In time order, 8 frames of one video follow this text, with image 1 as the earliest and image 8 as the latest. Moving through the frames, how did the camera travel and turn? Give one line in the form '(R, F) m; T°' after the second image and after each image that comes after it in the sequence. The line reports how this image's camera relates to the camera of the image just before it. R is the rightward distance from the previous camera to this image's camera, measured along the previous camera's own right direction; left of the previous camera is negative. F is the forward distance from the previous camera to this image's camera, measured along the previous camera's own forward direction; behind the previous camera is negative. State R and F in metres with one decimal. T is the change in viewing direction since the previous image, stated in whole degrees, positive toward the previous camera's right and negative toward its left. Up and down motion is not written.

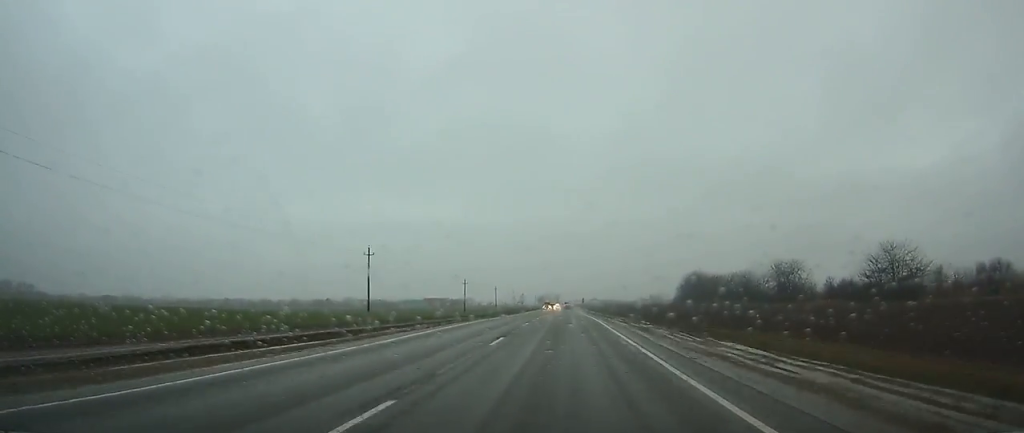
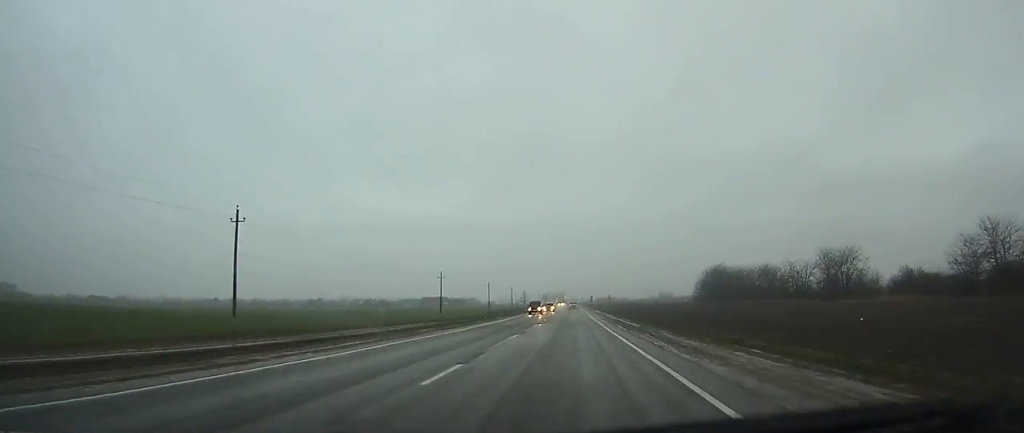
(0.0, +31.6) m; 0°
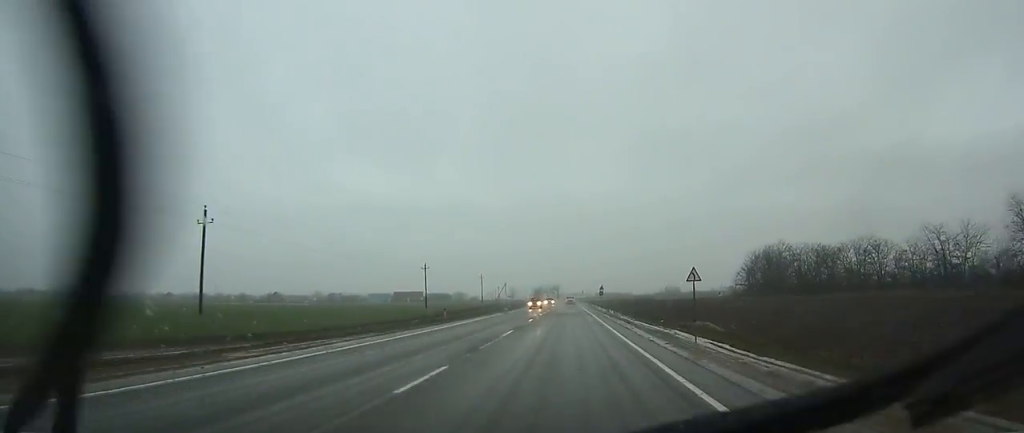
(-0.1, +72.6) m; 0°
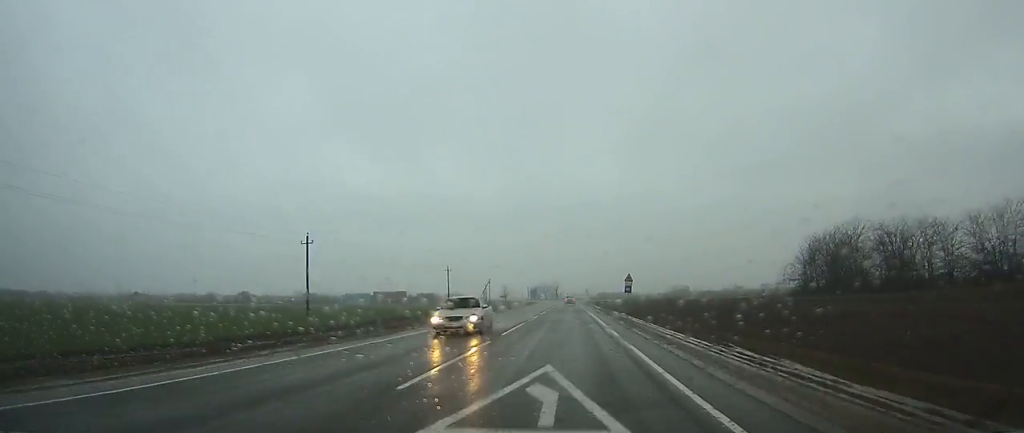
(-0.1, +47.2) m; 0°
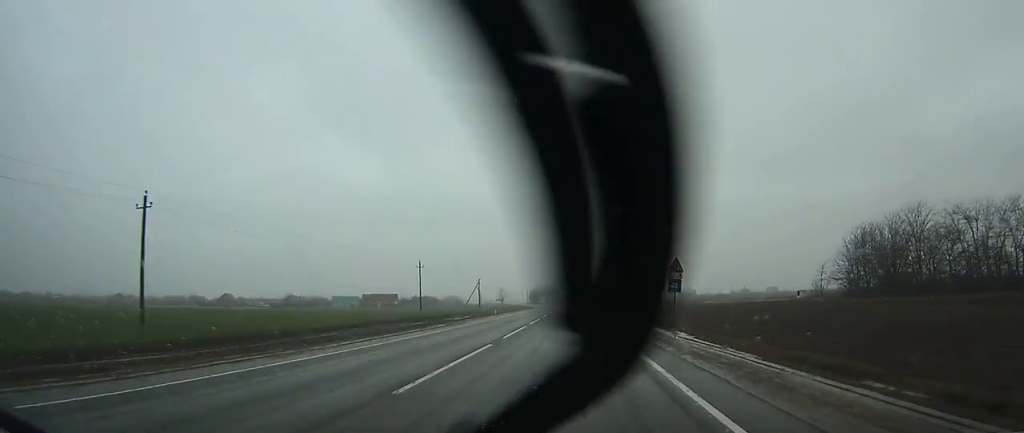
(-0.1, +24.2) m; 0°
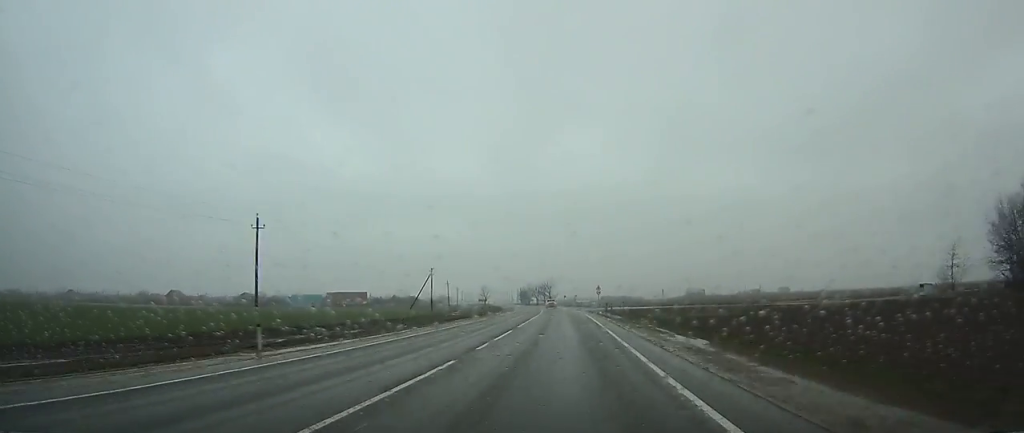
(+0.2, +52.3) m; -1°
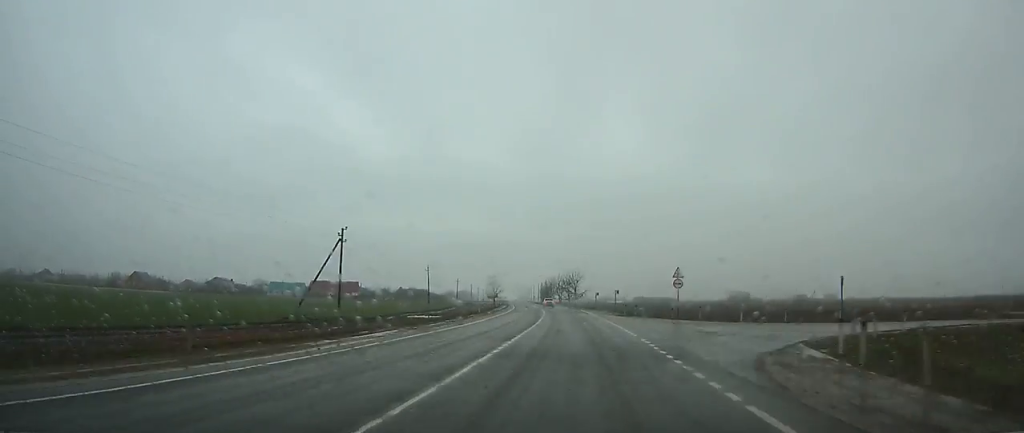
(-1.1, +54.5) m; -3°
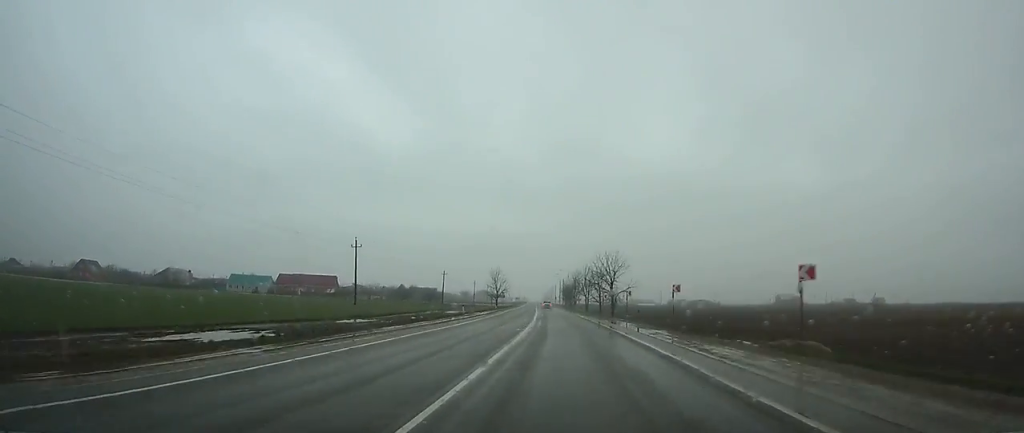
(-1.6, +54.4) m; -3°
